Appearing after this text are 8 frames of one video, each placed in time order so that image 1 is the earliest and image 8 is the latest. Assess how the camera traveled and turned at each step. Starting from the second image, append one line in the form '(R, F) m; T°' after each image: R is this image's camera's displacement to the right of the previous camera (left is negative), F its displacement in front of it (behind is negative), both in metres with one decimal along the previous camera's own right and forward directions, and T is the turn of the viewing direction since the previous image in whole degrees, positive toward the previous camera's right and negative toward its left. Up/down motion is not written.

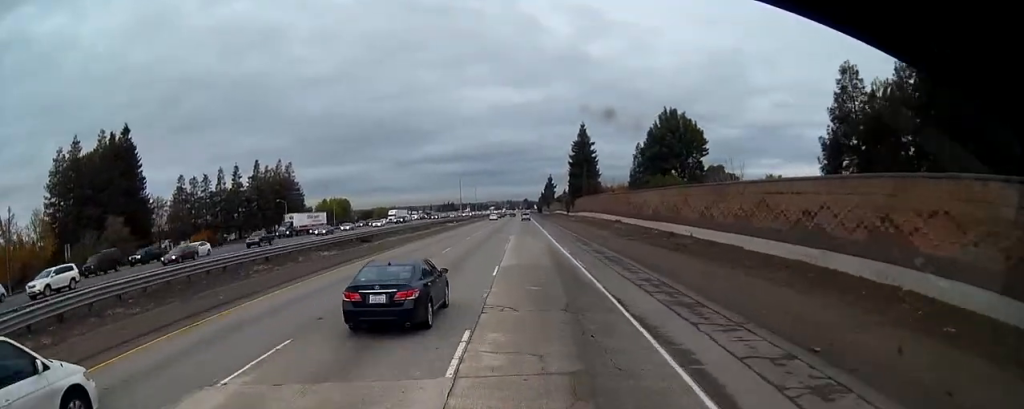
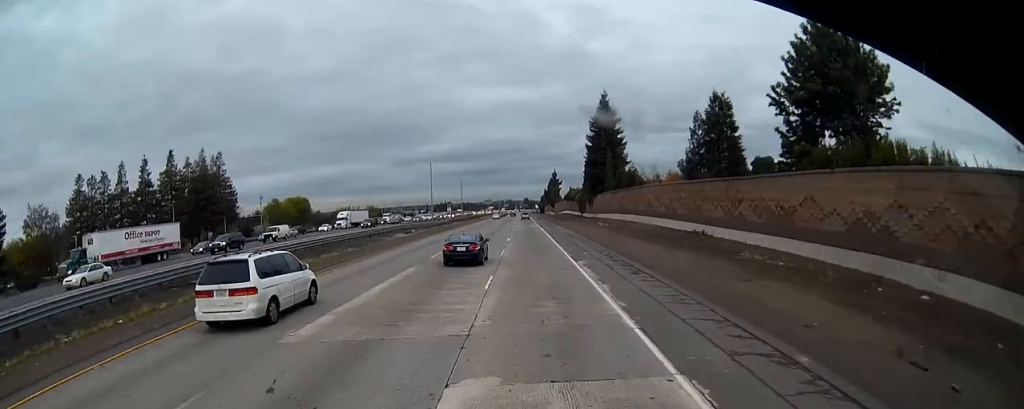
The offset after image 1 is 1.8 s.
(+0.7, +48.1) m; +1°
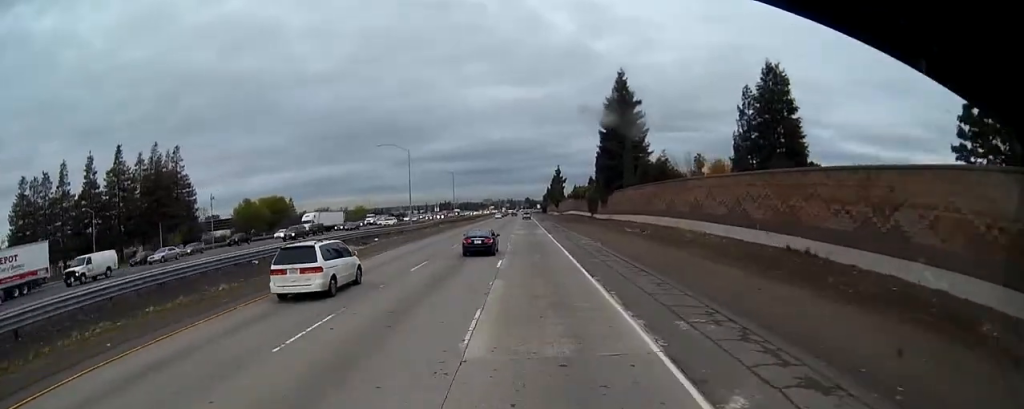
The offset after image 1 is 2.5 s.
(-0.3, +21.1) m; 0°
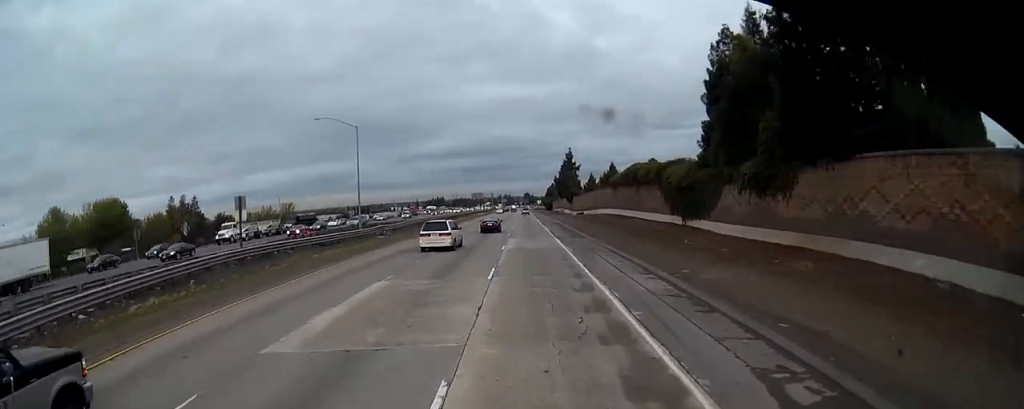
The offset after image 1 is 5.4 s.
(+0.2, +79.5) m; 0°
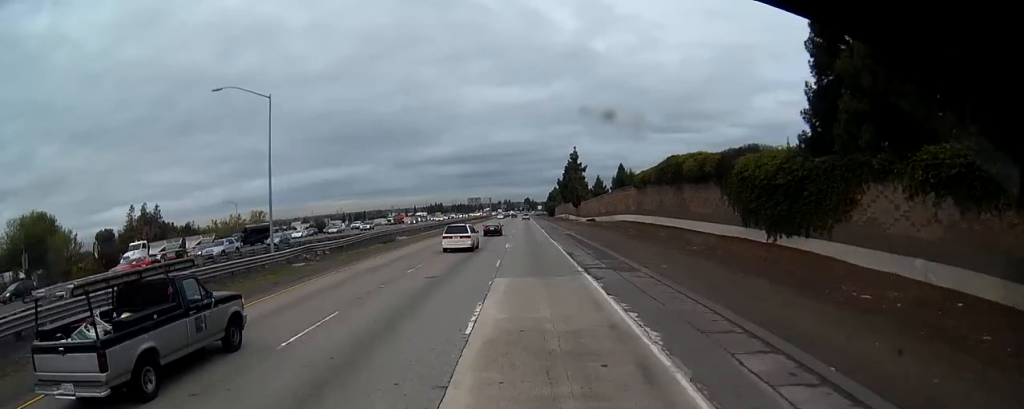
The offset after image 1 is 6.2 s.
(-0.2, +21.4) m; 0°
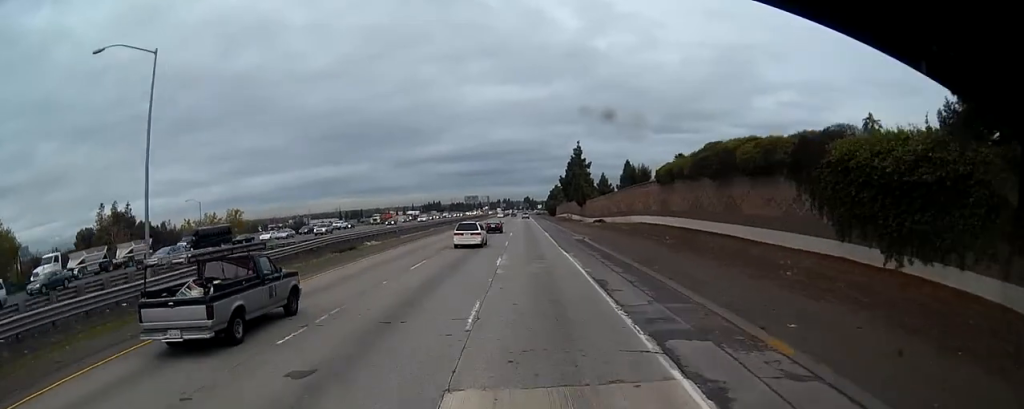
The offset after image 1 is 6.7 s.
(0.0, +13.9) m; 0°
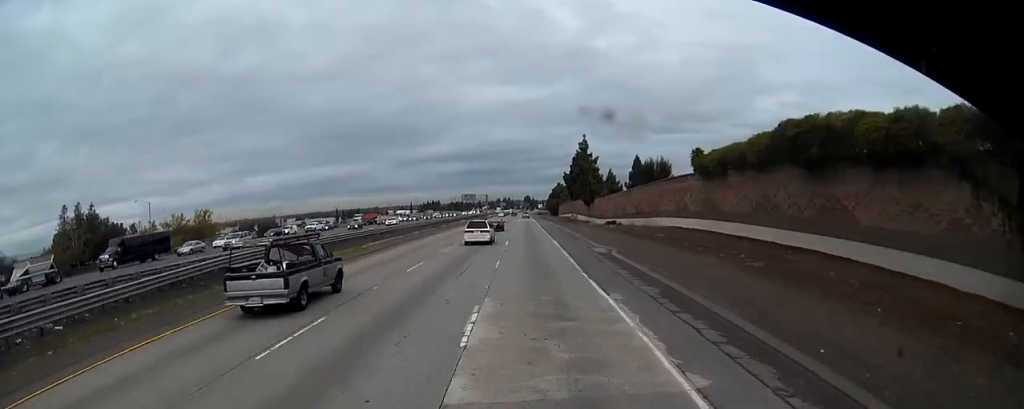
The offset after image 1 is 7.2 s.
(0.0, +15.8) m; 0°
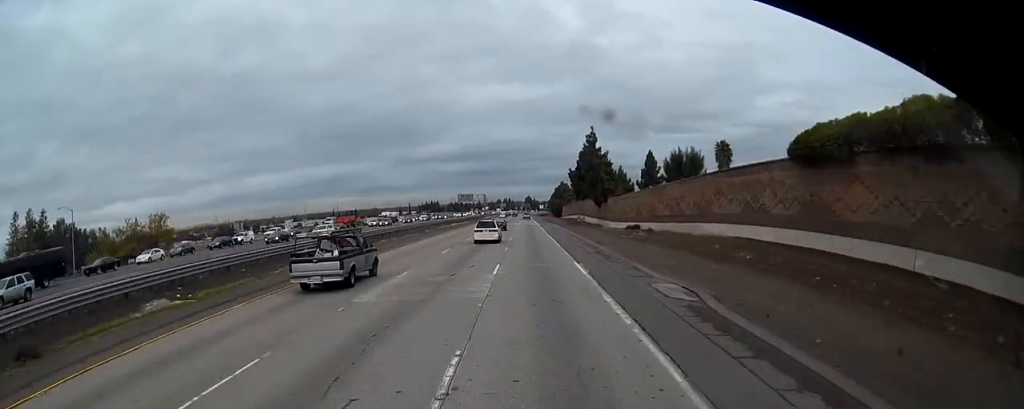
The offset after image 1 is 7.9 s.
(+0.1, +18.6) m; 0°
